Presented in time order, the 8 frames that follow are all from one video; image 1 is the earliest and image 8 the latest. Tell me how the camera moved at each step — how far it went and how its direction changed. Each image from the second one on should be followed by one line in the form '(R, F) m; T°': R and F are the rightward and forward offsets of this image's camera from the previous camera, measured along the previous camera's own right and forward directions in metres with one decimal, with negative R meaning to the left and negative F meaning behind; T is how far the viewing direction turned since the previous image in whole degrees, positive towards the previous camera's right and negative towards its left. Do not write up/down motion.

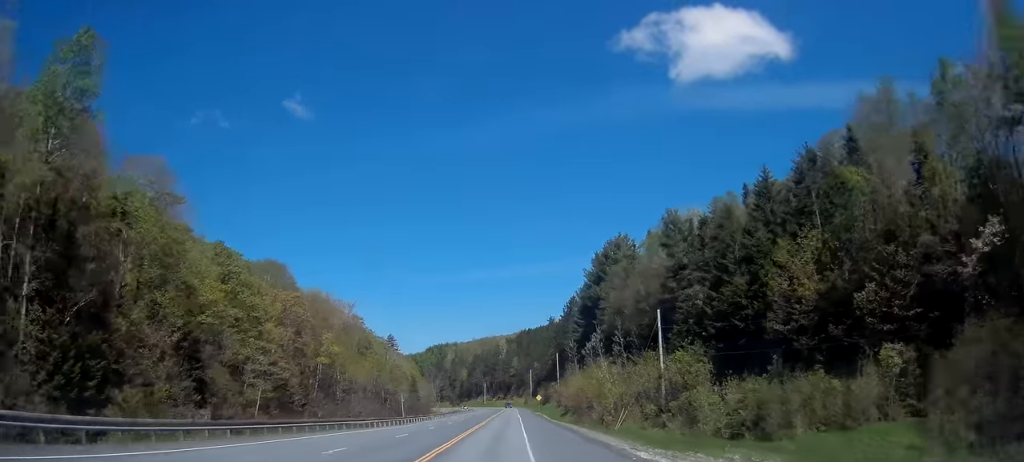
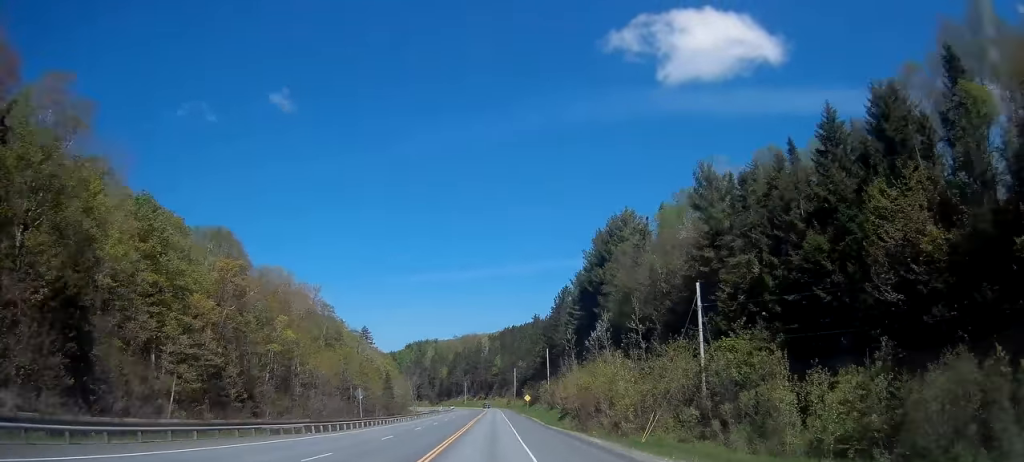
(+0.3, +14.0) m; +2°
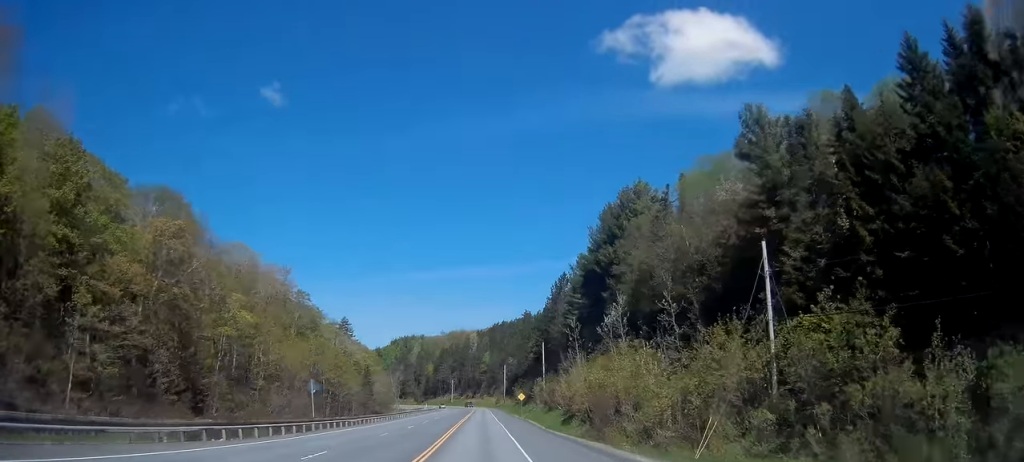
(+0.2, +11.8) m; +1°
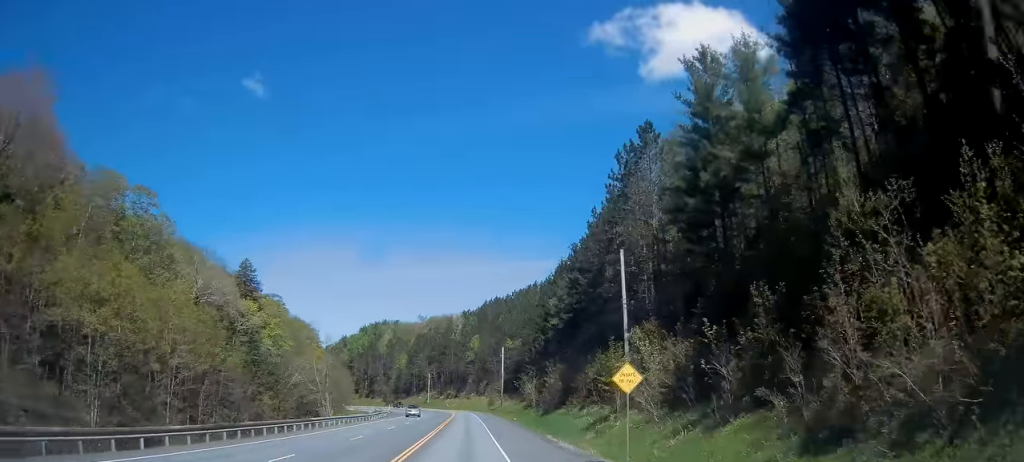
(+1.5, +62.3) m; +2°
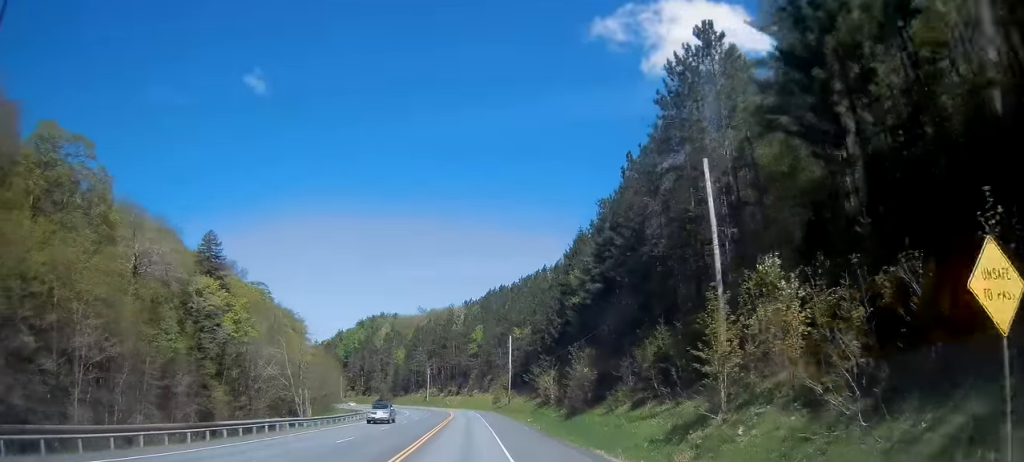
(-0.2, +15.3) m; 0°
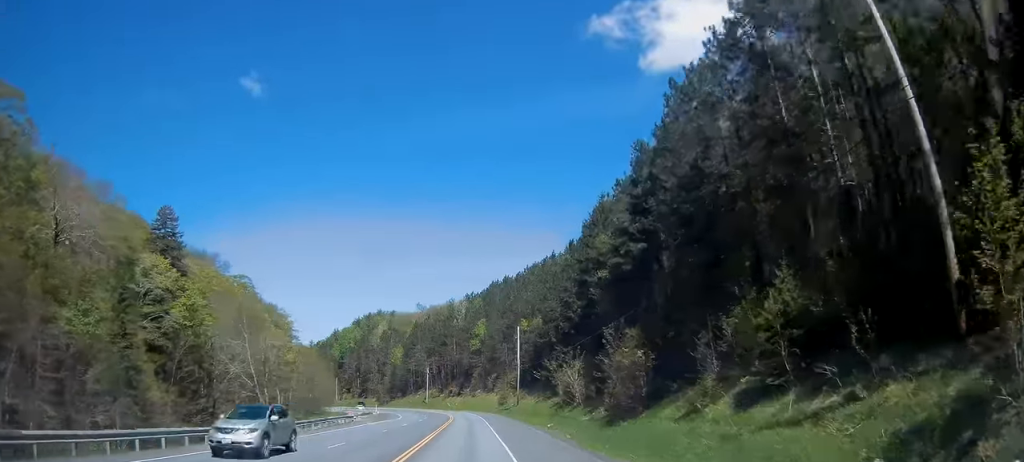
(+0.1, +13.8) m; 0°
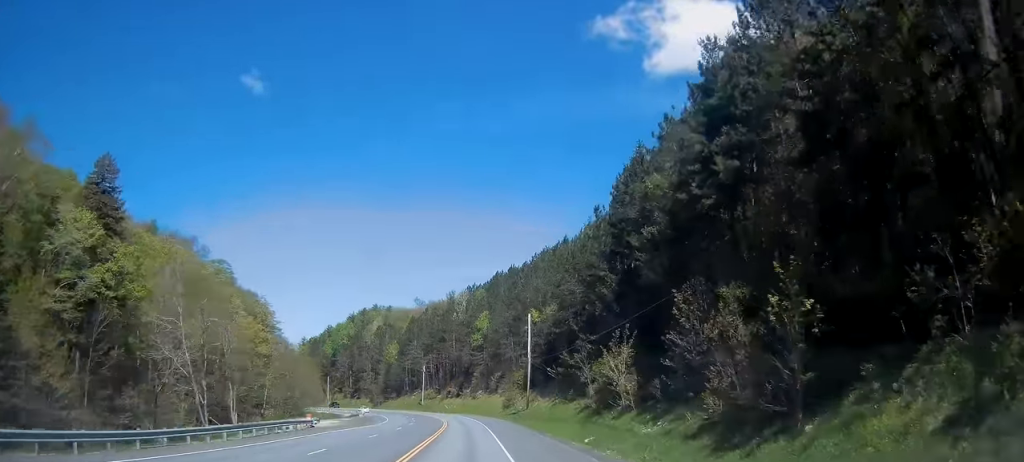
(+0.1, +15.3) m; 0°
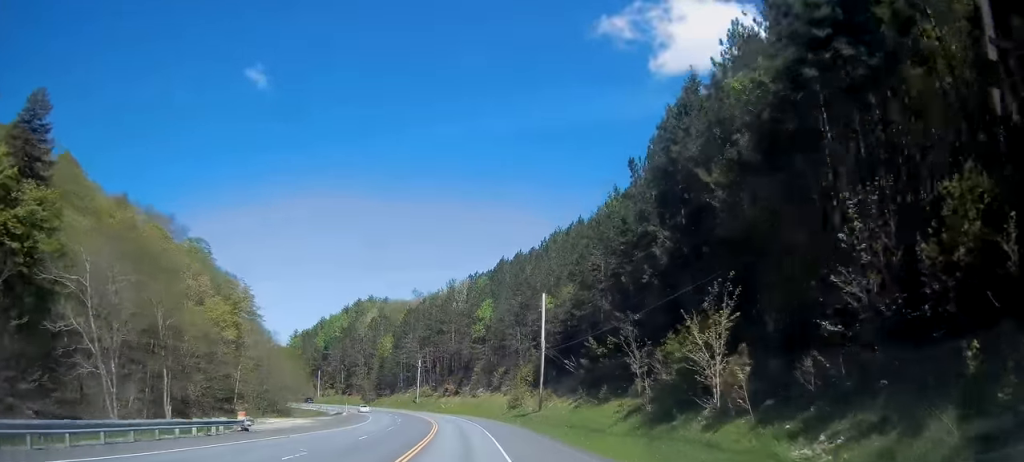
(-0.4, +13.8) m; 0°
